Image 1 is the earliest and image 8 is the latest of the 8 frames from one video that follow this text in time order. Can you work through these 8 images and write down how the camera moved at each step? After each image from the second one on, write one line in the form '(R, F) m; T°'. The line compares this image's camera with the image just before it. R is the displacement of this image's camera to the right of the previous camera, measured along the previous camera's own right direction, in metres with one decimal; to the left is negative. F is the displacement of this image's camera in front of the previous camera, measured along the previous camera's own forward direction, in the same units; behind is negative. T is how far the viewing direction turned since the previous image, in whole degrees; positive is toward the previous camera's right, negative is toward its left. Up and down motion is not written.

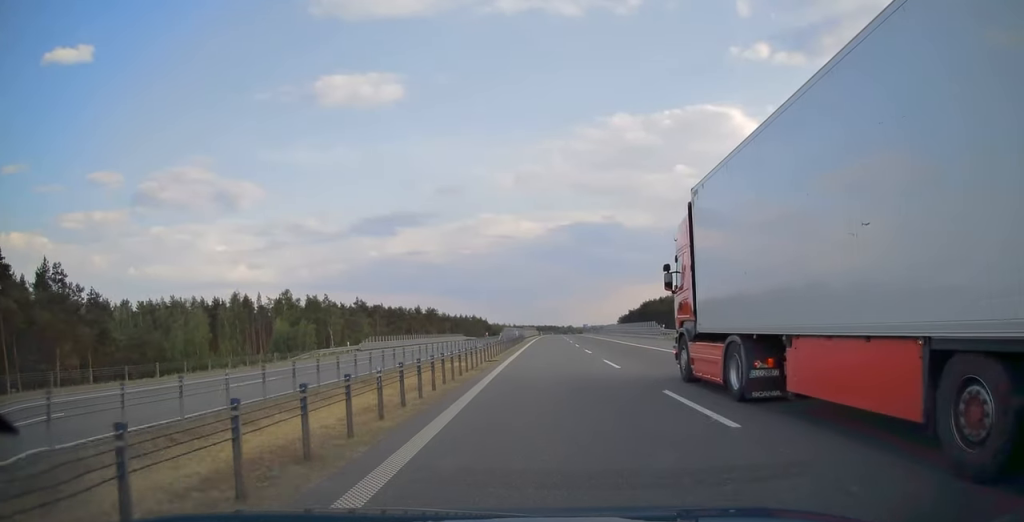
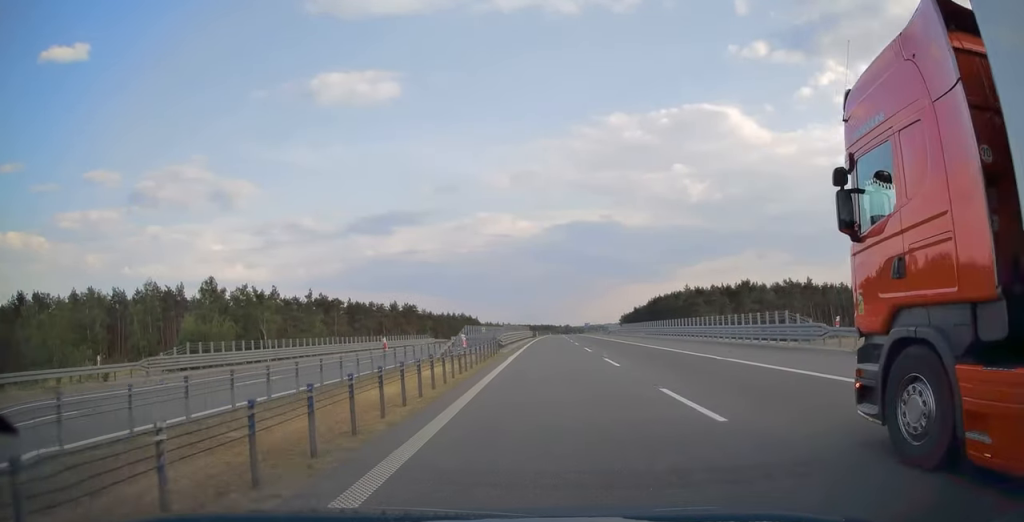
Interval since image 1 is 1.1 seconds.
(+0.1, +35.6) m; +1°
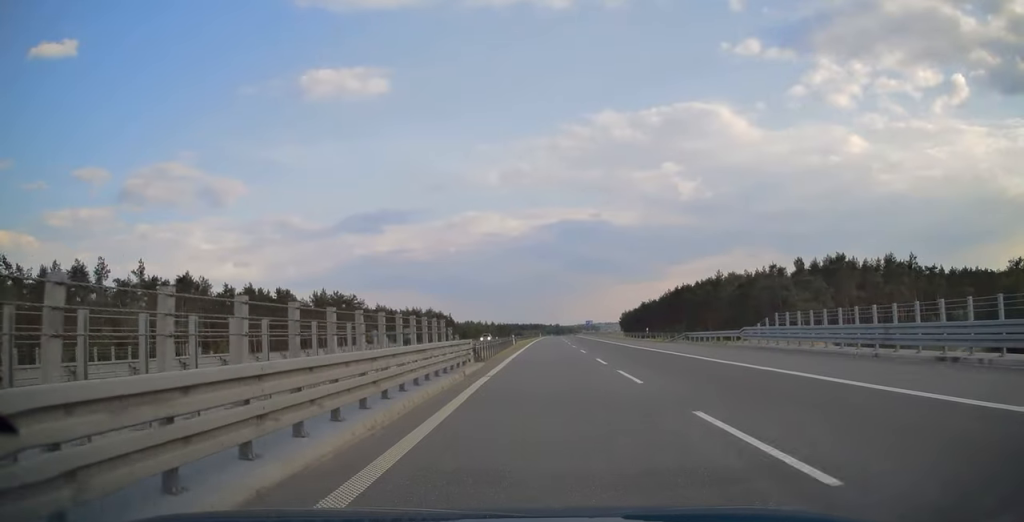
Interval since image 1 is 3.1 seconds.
(+0.6, +64.6) m; +1°
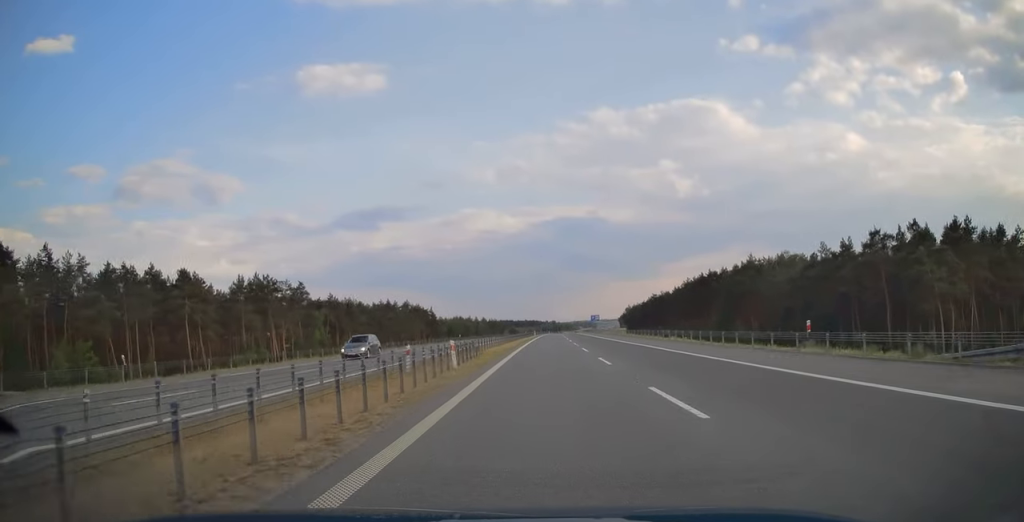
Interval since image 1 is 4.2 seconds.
(+0.2, +37.8) m; +1°
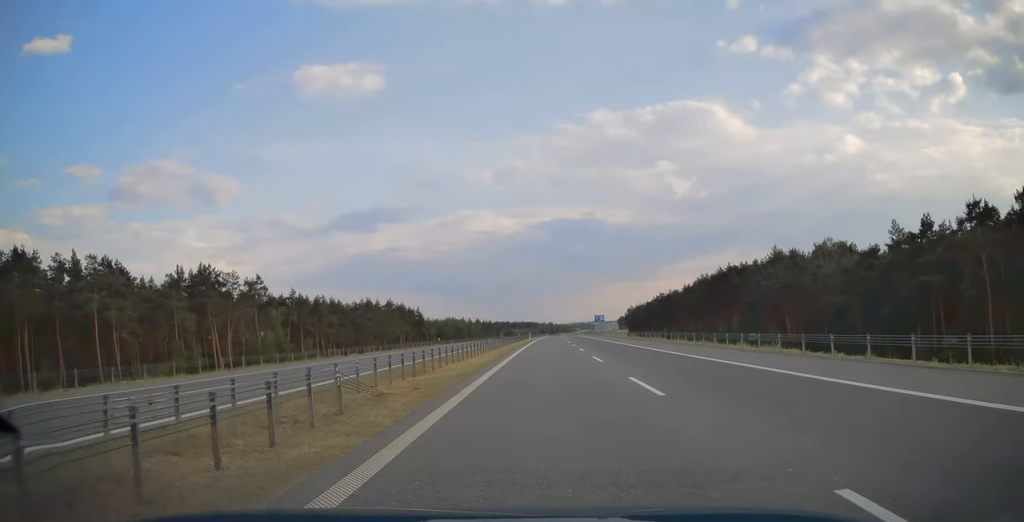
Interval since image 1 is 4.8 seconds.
(0.0, +20.9) m; 0°
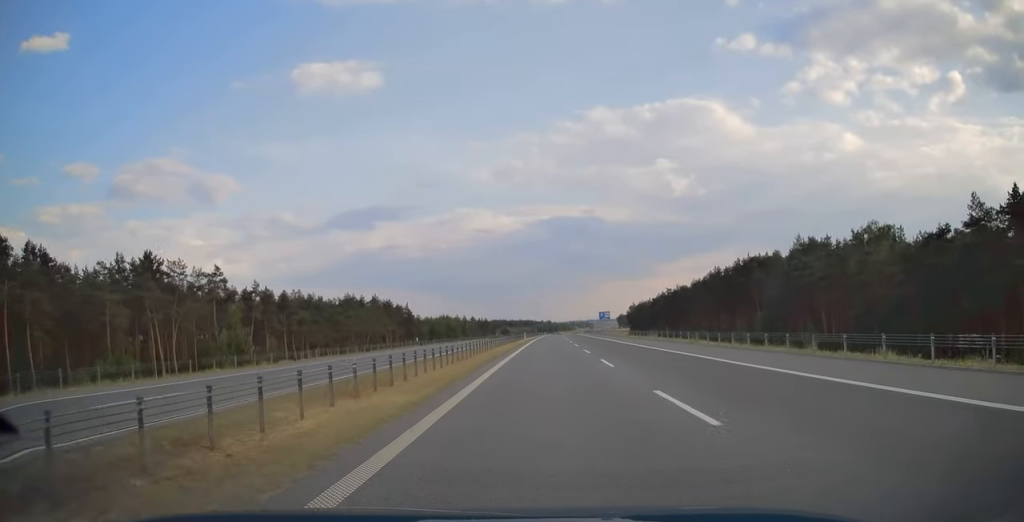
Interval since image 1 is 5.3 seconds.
(0.0, +15.9) m; 0°
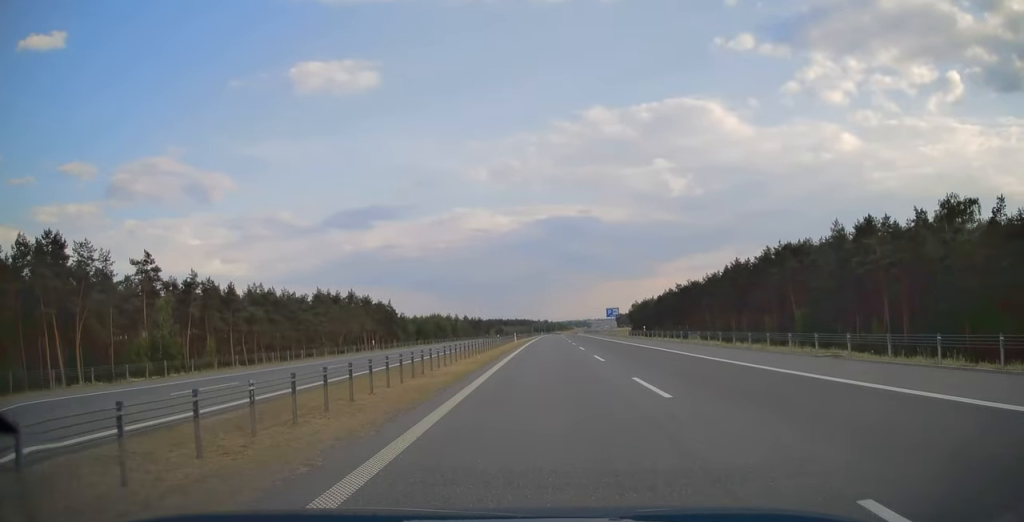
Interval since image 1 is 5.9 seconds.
(+0.1, +20.3) m; 0°
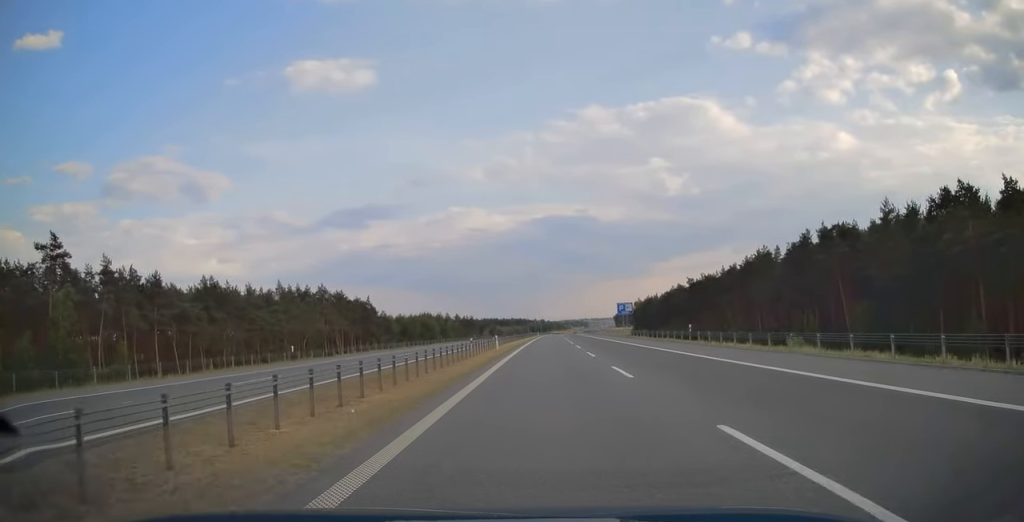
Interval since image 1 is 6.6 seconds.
(+0.1, +20.3) m; 0°
